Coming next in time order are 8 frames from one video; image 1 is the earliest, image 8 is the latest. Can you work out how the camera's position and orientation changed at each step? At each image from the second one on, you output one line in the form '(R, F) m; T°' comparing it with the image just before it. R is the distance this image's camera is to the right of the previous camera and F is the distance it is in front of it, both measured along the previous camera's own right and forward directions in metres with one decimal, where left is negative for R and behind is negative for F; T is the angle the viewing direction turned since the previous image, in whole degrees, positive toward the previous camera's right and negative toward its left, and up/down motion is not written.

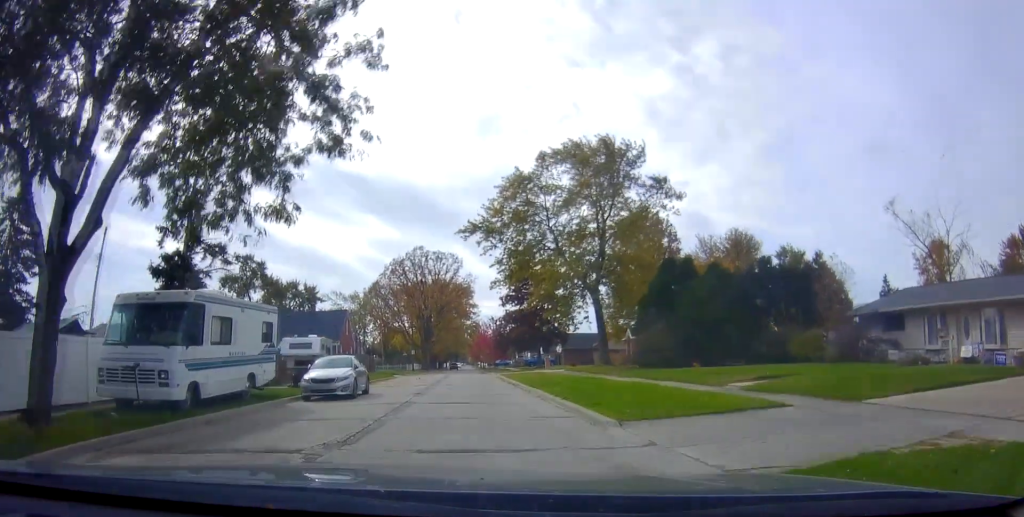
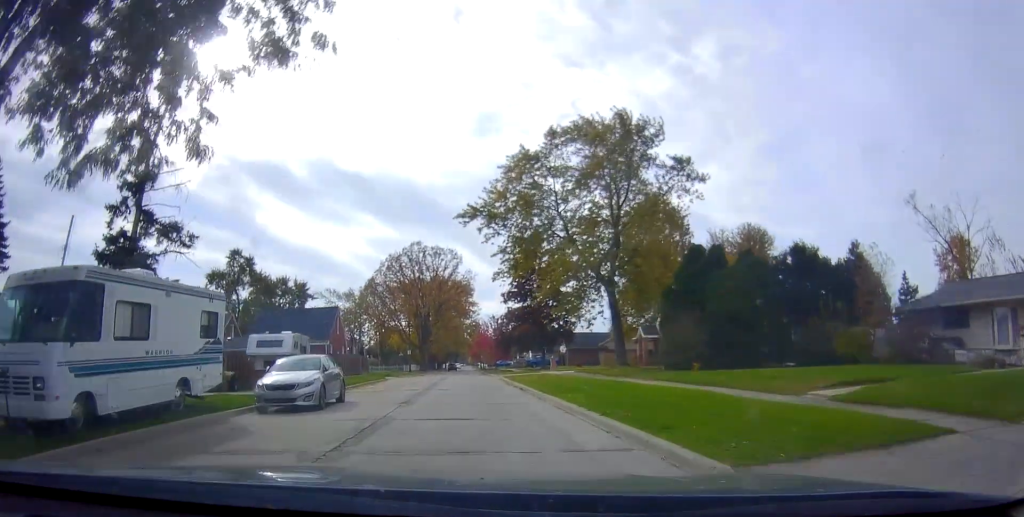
(0.0, +4.5) m; 0°
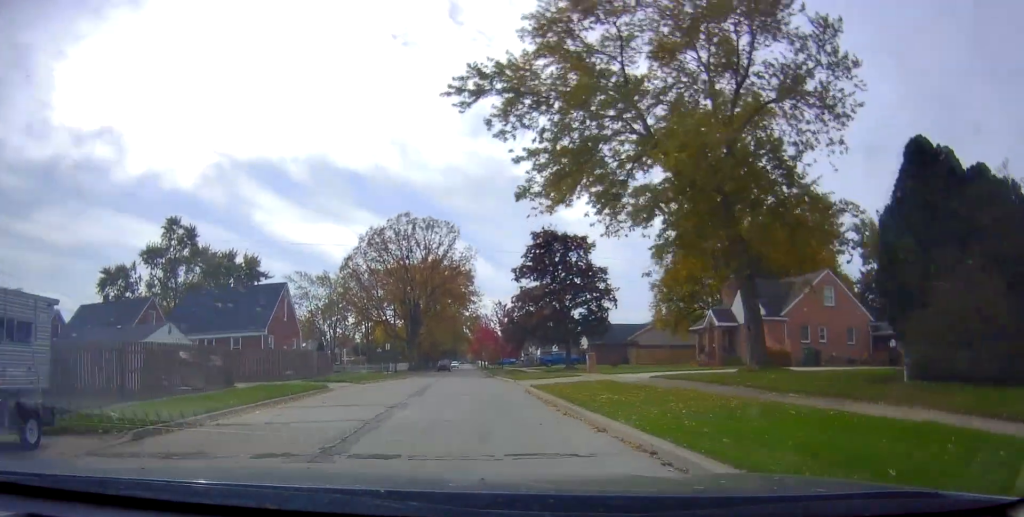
(0.0, +17.6) m; 0°
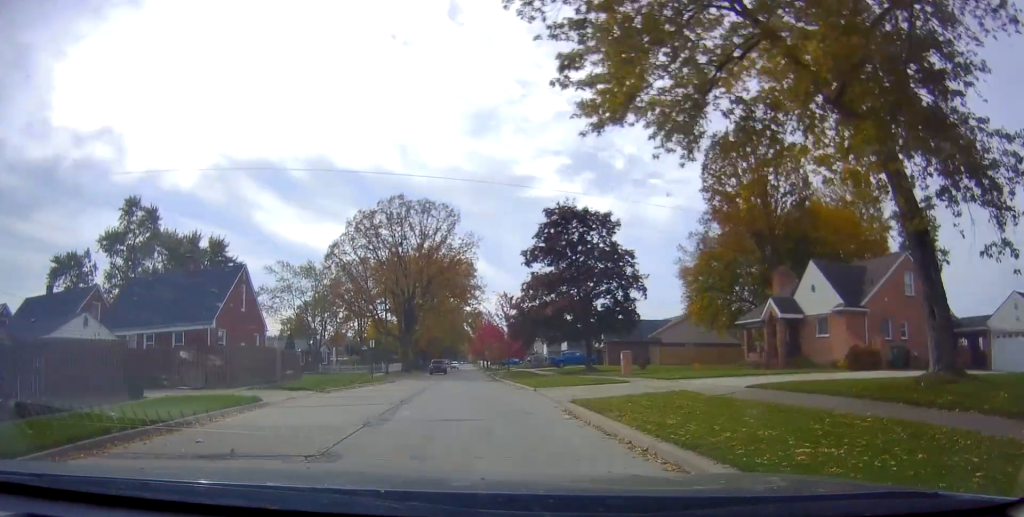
(0.0, +8.7) m; 0°
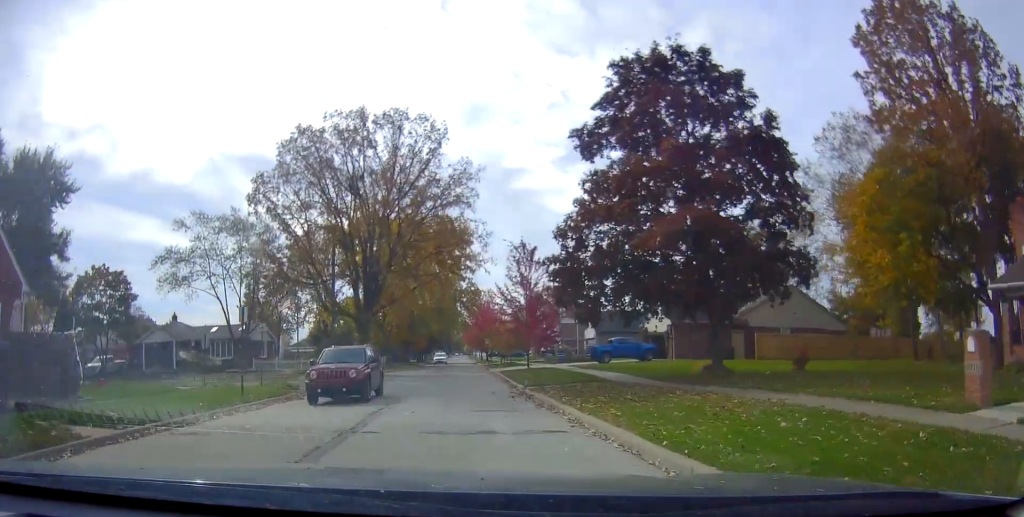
(0.0, +23.9) m; 0°
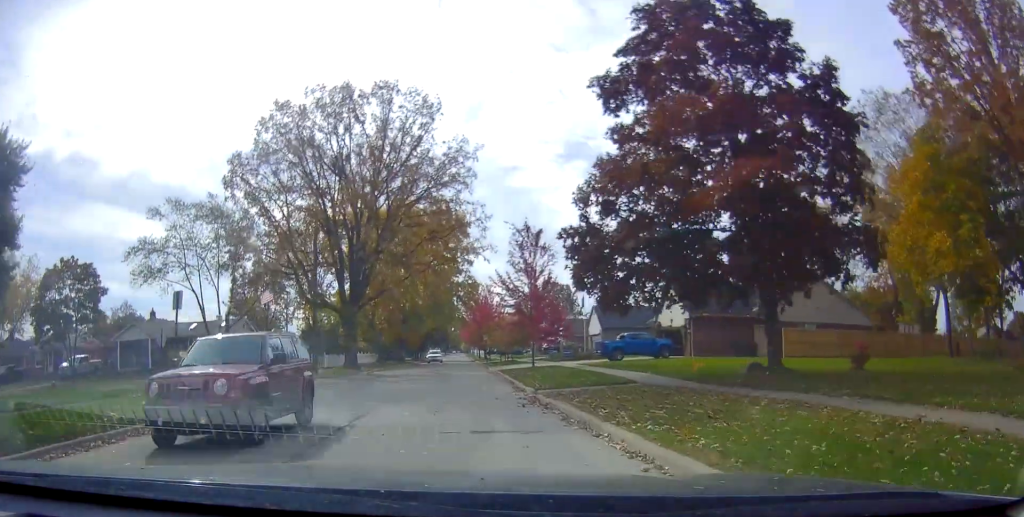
(0.0, +4.4) m; 0°
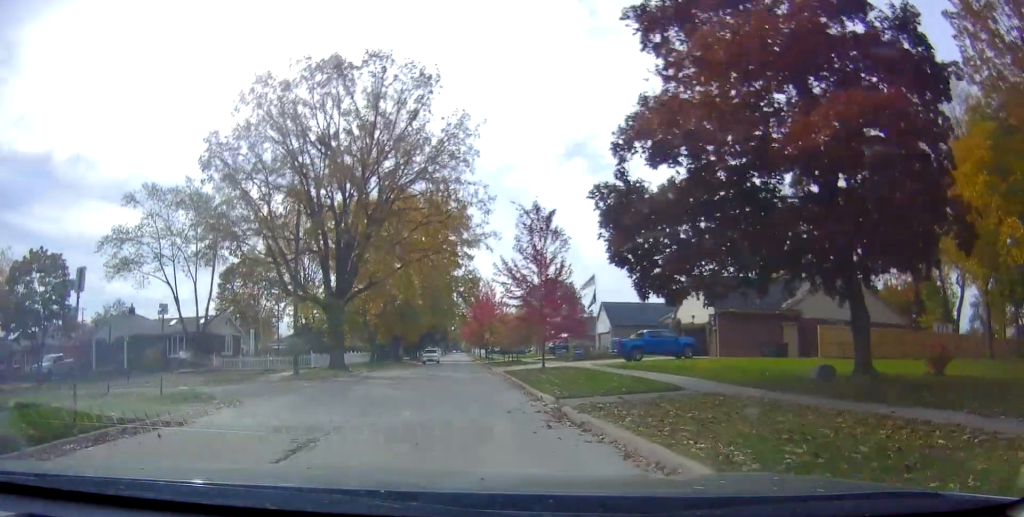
(0.0, +4.4) m; 0°
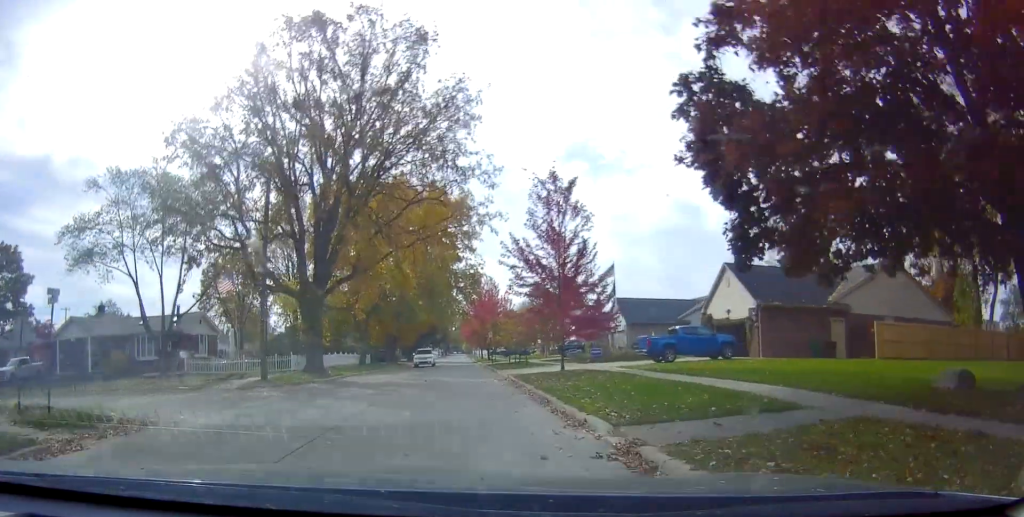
(0.0, +5.6) m; 0°
